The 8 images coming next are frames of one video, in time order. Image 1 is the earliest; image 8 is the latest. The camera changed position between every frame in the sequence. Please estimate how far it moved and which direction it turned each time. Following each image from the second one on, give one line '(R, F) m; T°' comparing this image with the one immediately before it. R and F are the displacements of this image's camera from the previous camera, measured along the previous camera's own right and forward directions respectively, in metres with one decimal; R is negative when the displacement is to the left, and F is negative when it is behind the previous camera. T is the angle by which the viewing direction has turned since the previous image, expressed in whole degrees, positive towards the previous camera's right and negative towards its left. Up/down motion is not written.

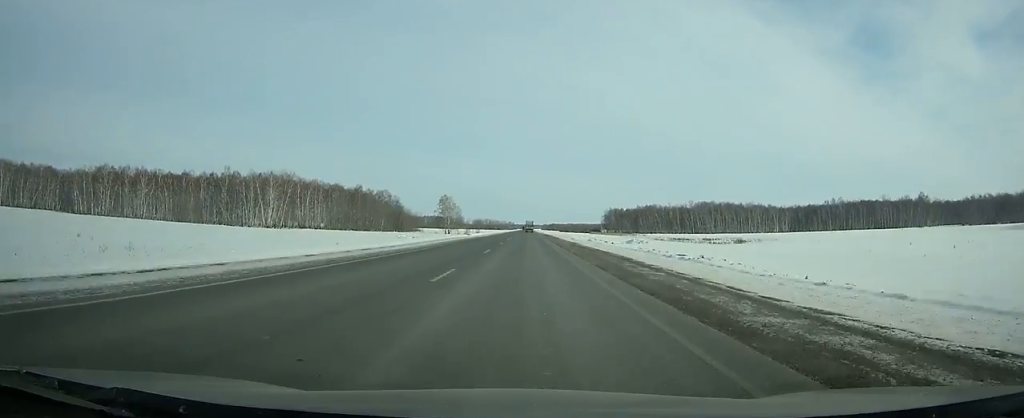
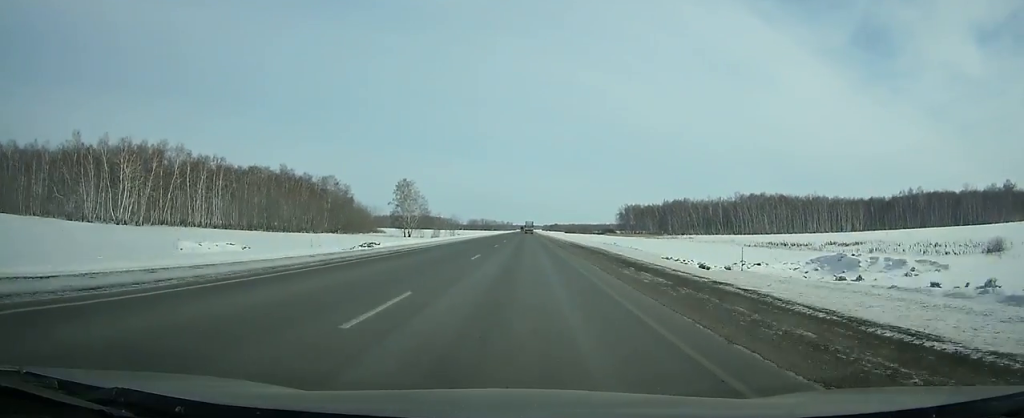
(0.0, +87.0) m; 0°
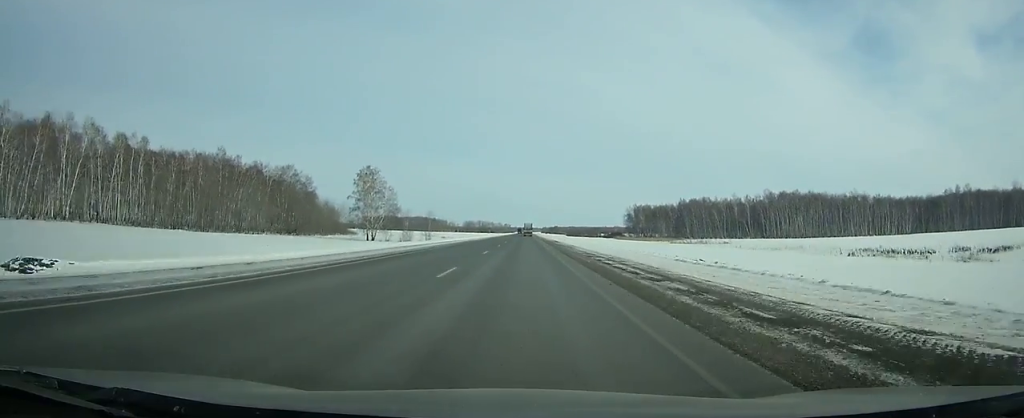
(+0.1, +40.1) m; 0°
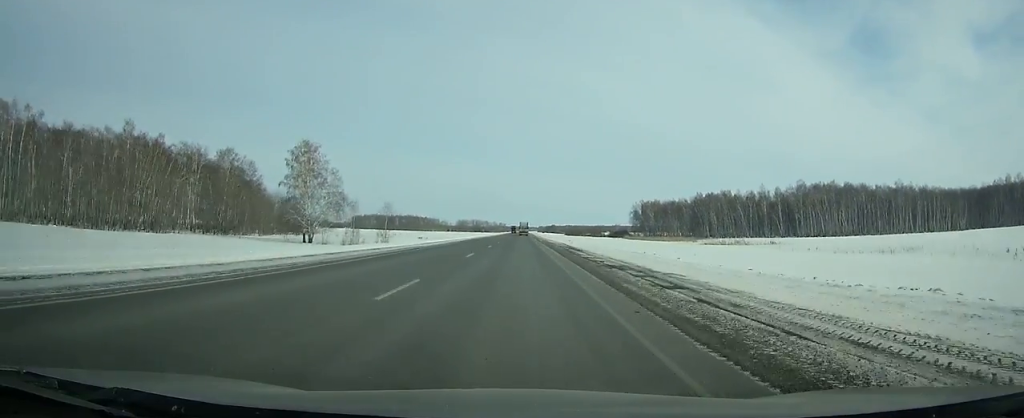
(+0.1, +37.6) m; 0°
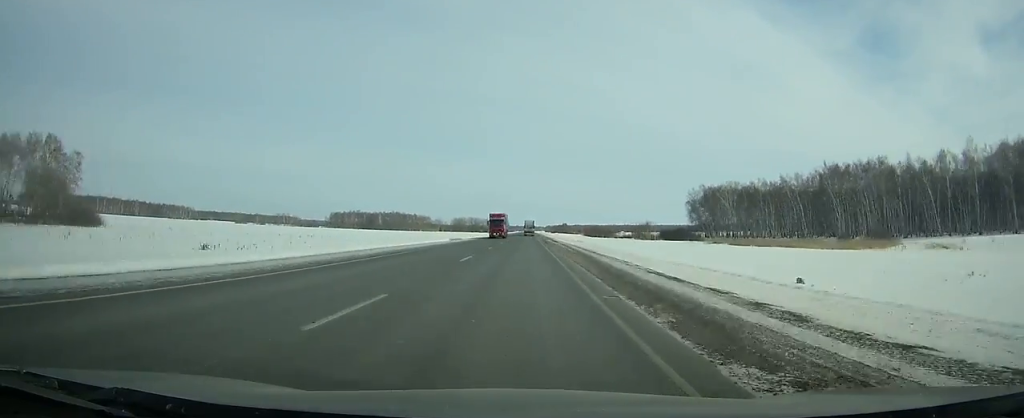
(-0.2, +116.3) m; 0°
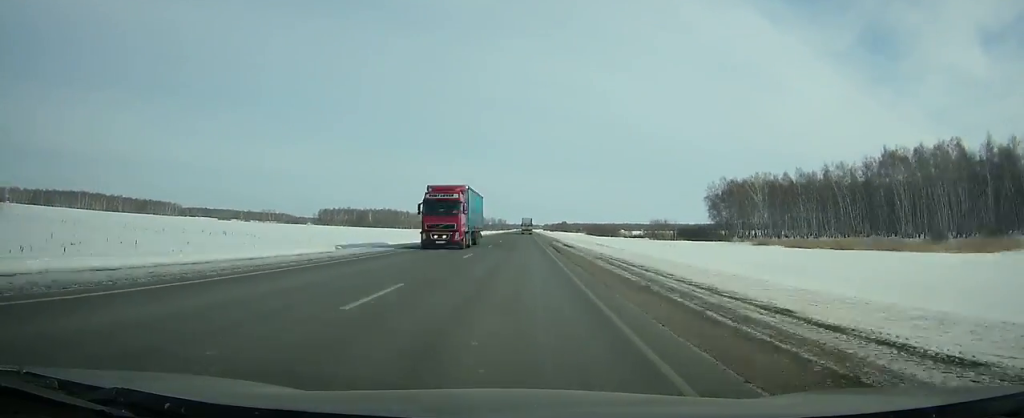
(0.0, +30.5) m; 0°
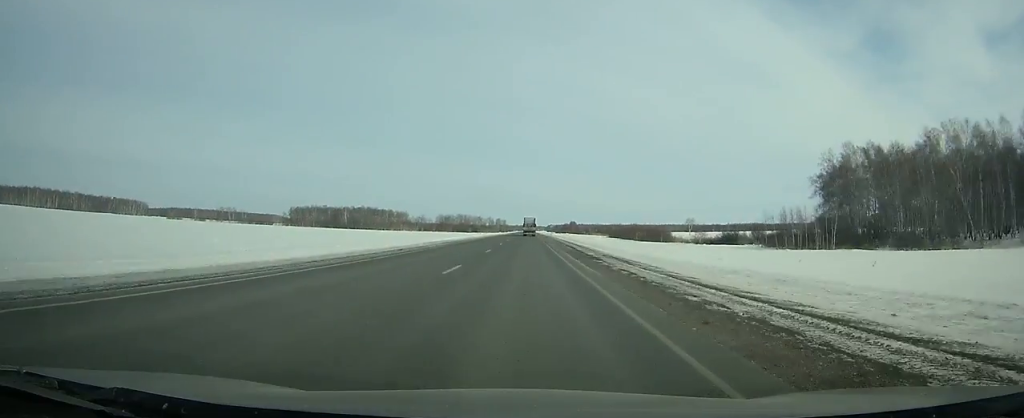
(-0.3, +89.6) m; 0°
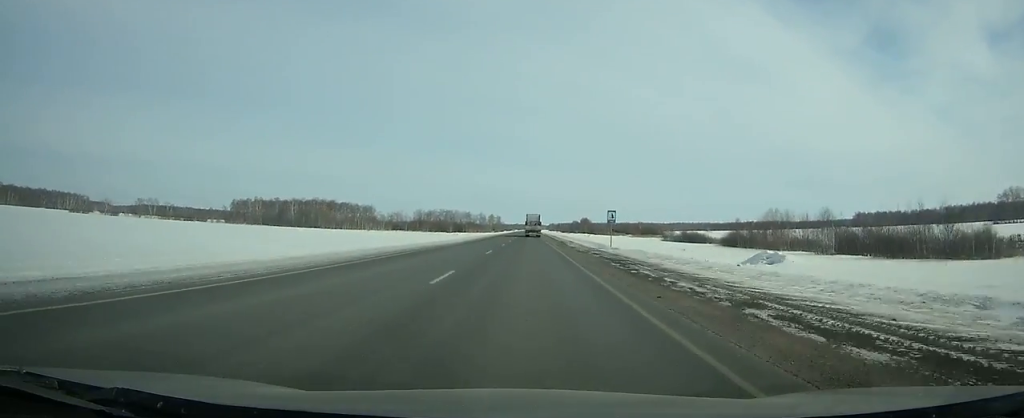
(+0.3, +116.5) m; 0°
